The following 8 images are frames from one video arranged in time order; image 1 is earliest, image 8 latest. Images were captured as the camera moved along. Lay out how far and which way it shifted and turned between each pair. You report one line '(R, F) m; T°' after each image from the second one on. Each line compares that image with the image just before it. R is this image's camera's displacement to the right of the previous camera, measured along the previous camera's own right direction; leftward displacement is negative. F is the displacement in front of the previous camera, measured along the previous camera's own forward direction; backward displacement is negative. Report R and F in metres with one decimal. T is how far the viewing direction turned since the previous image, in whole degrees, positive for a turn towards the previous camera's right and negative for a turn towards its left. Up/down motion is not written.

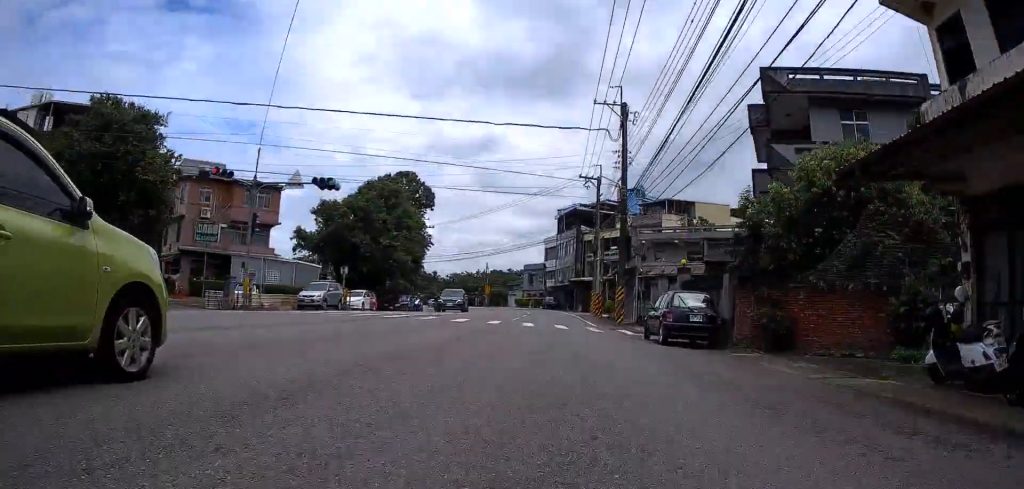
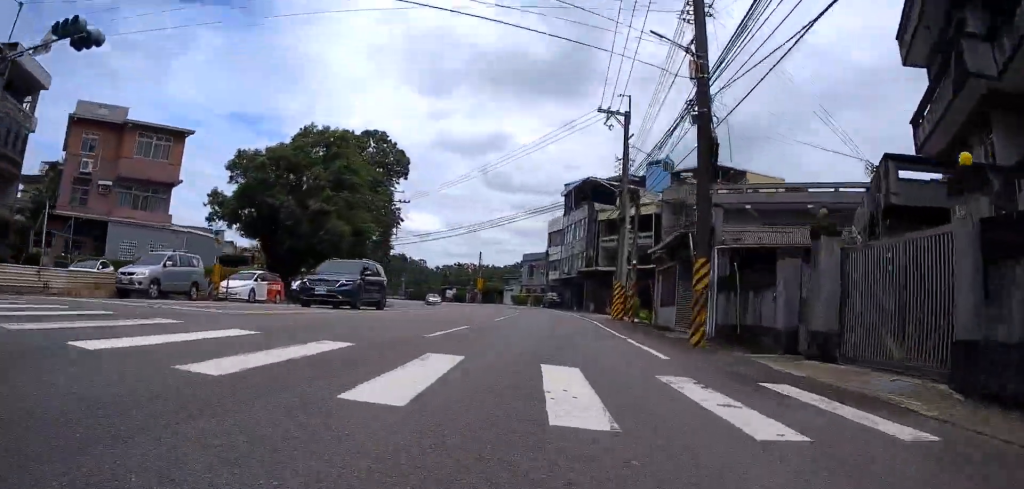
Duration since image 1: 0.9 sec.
(+1.3, +17.3) m; 0°
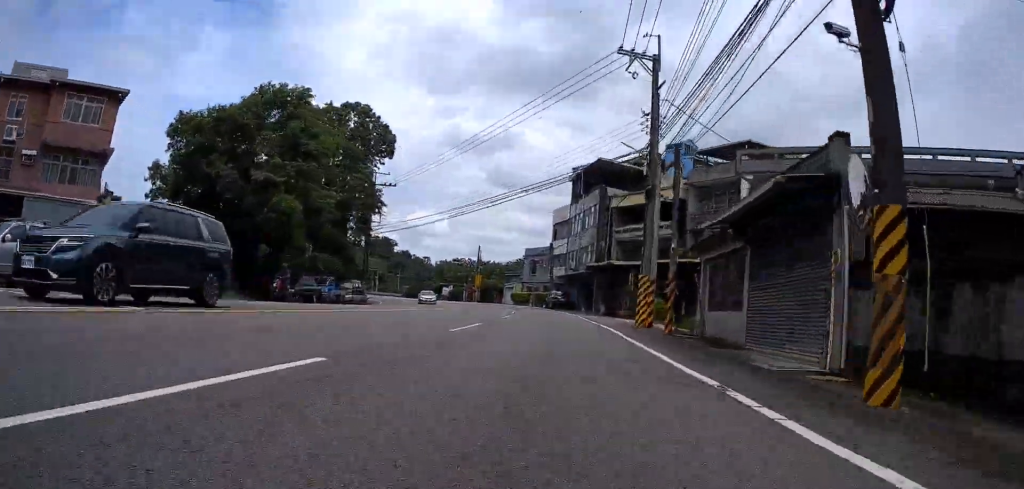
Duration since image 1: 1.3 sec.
(-0.3, +8.1) m; -1°
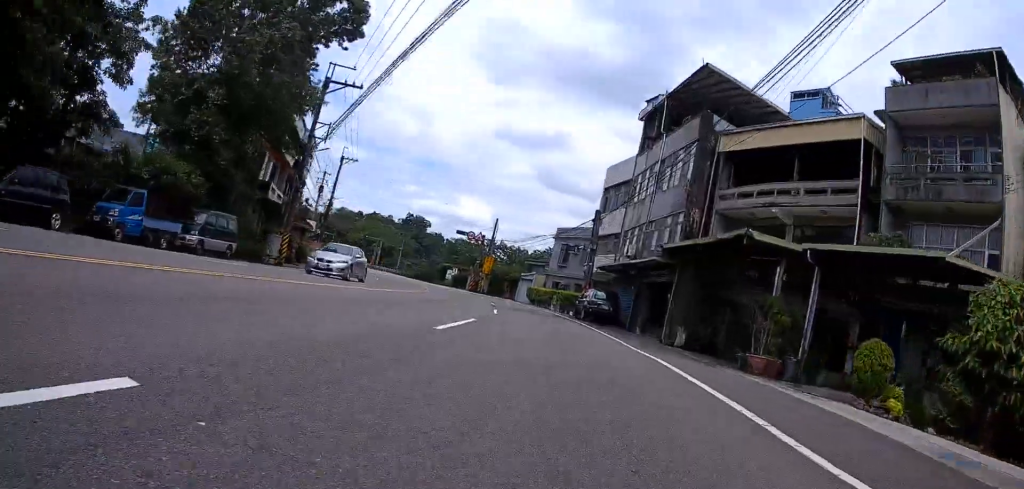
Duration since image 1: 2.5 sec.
(-1.2, +22.2) m; -3°
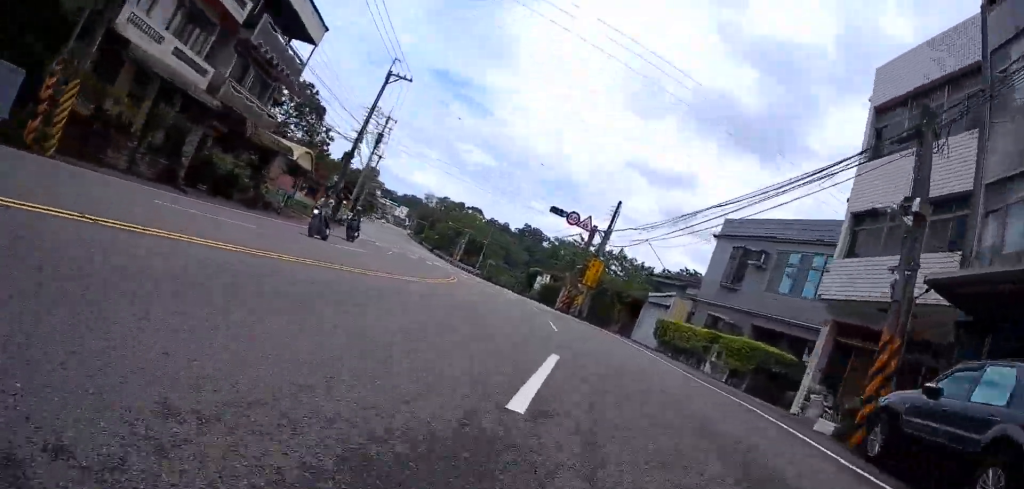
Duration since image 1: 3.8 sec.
(0.0, +24.2) m; -7°
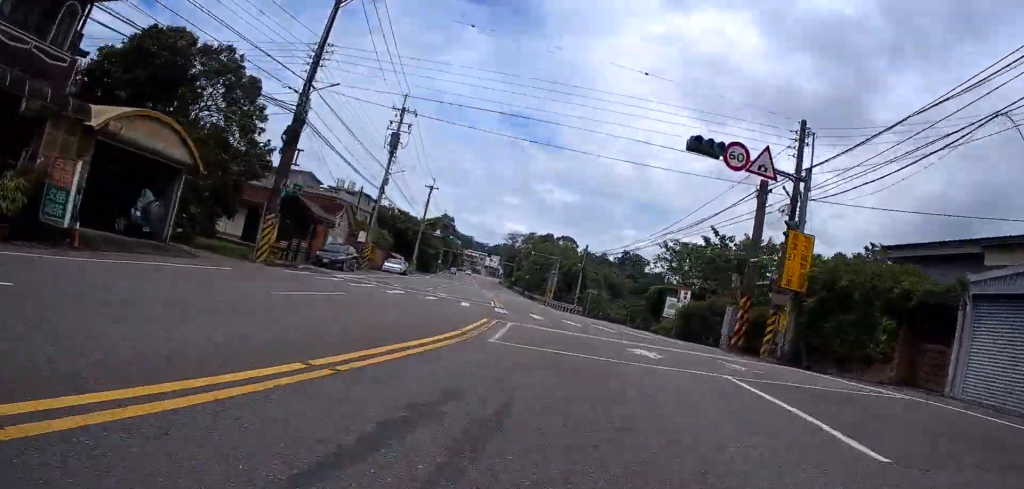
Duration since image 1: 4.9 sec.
(-2.5, +20.1) m; -12°
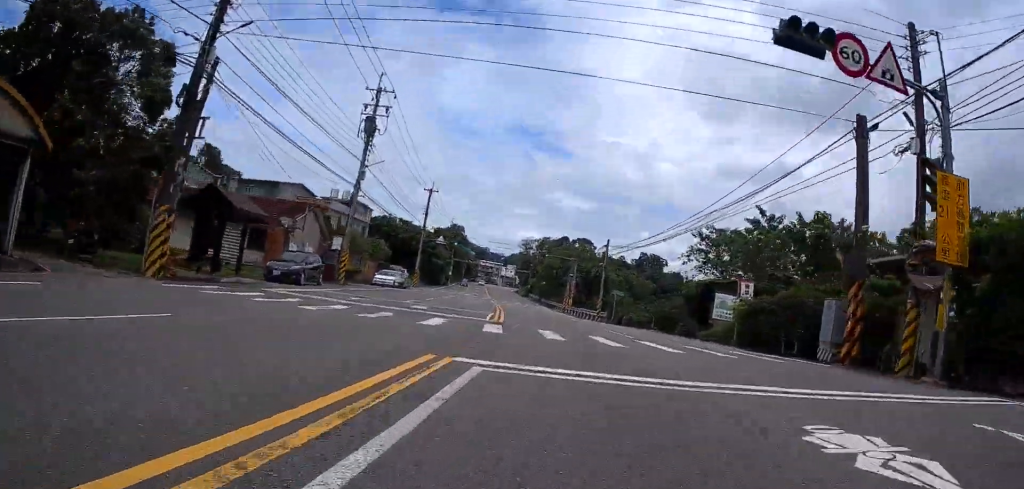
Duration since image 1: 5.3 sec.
(-0.4, +7.4) m; -2°
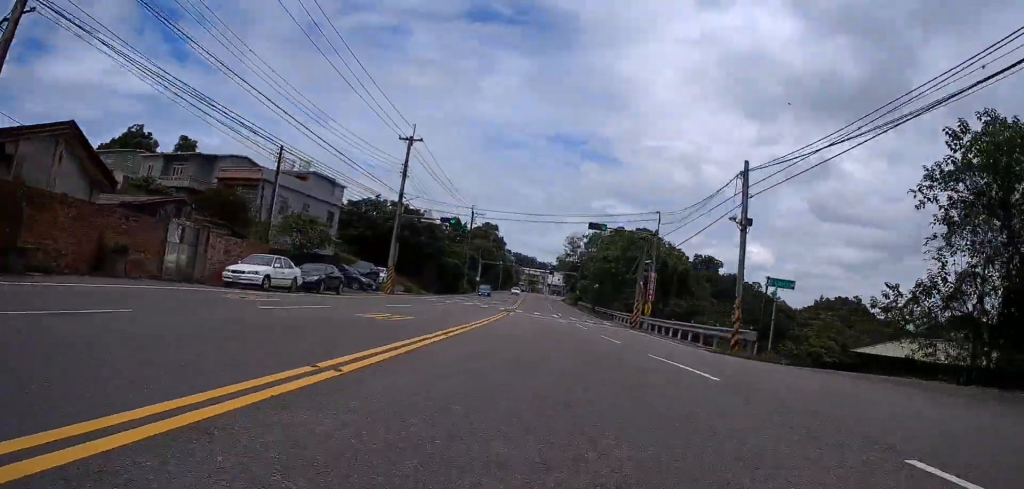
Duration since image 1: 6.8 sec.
(-1.3, +26.2) m; -4°
